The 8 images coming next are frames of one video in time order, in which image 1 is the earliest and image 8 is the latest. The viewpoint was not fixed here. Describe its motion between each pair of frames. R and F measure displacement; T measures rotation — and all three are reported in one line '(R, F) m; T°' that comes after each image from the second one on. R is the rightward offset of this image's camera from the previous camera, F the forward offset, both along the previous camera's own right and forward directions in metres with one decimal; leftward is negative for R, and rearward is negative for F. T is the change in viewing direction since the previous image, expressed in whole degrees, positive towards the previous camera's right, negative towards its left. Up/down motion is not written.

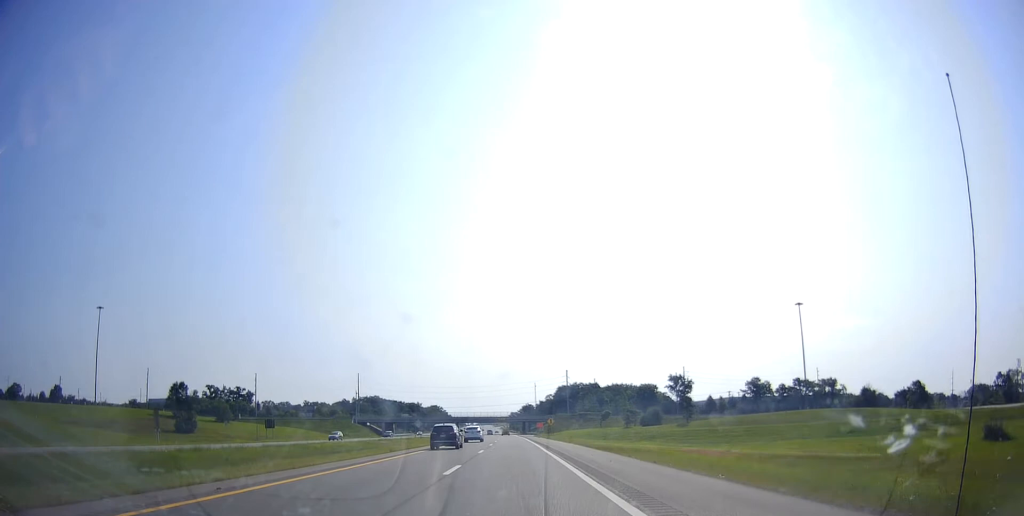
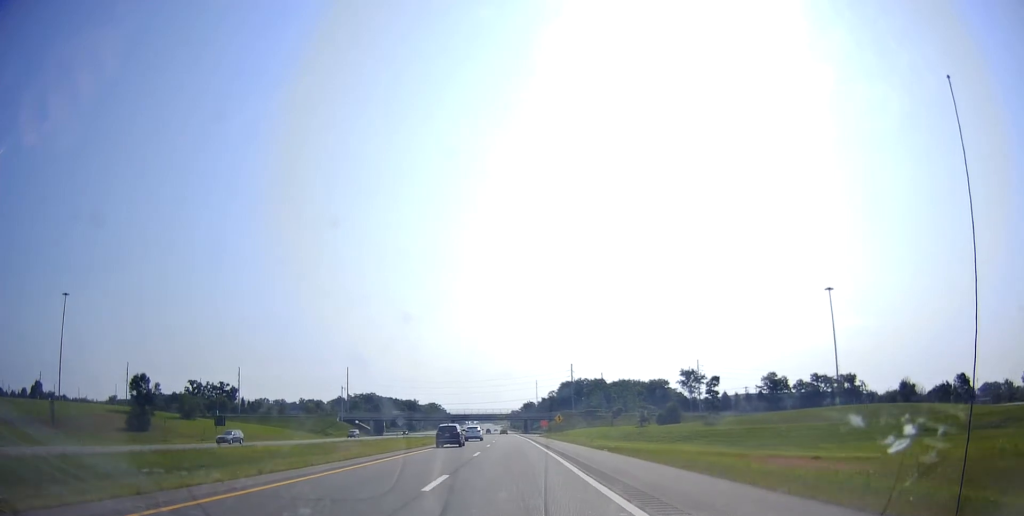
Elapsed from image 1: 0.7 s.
(+0.8, +19.0) m; -1°
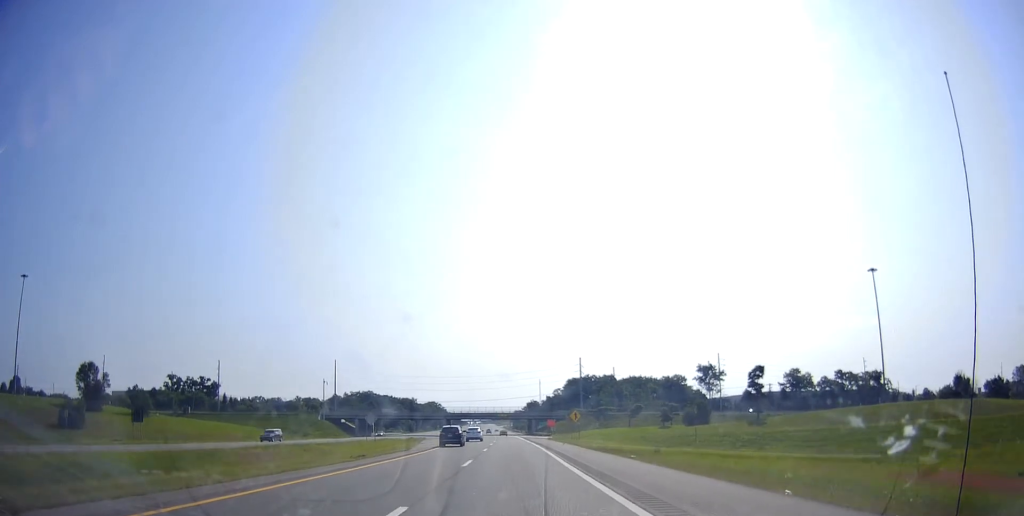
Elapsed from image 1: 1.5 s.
(-0.6, +21.6) m; -1°
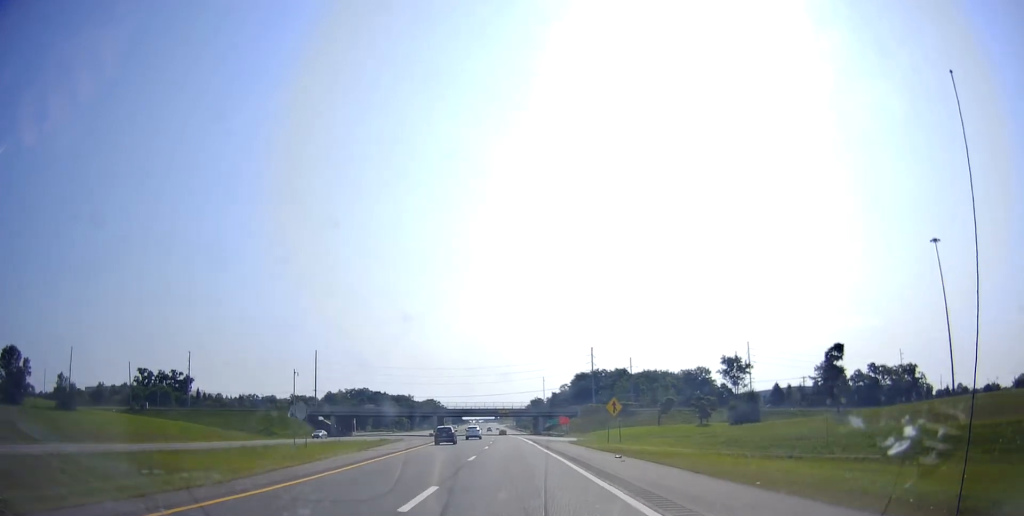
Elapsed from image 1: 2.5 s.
(-0.2, +26.3) m; +1°
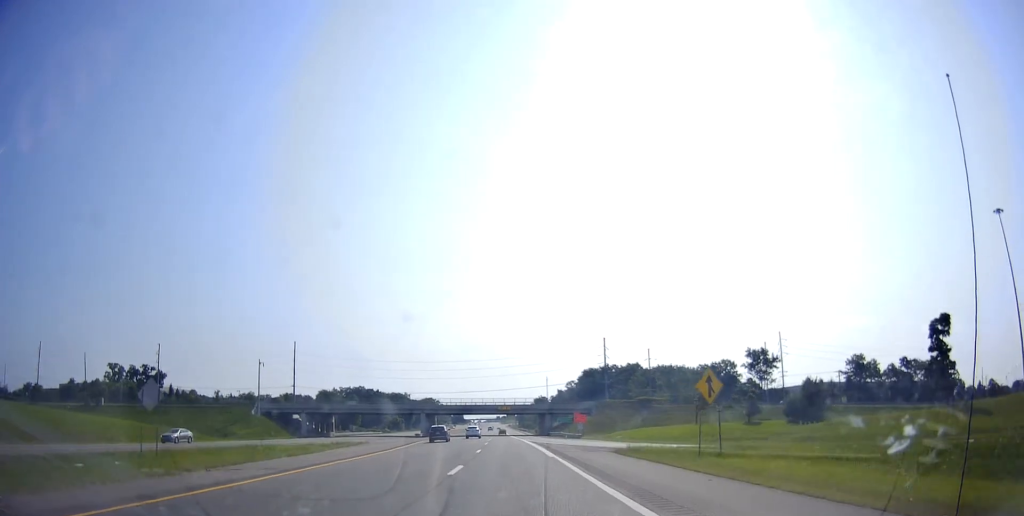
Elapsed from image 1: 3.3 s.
(+0.4, +22.9) m; +1°
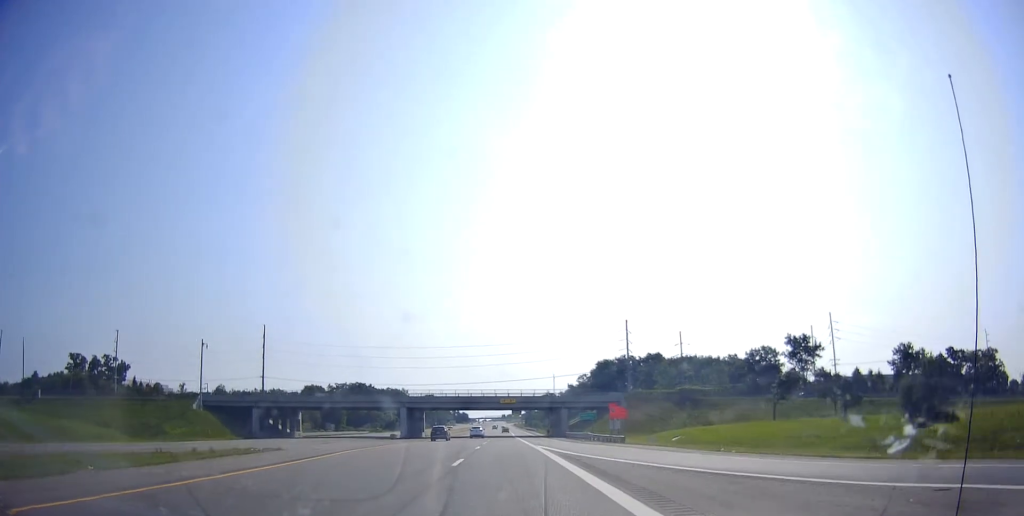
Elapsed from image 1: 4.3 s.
(-0.2, +27.4) m; -1°
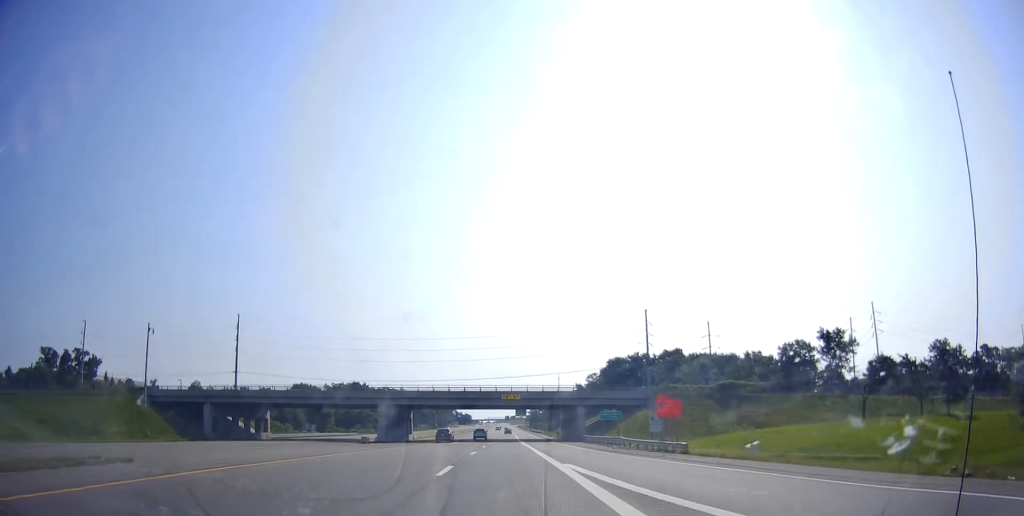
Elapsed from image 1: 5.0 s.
(-0.3, +18.3) m; -1°
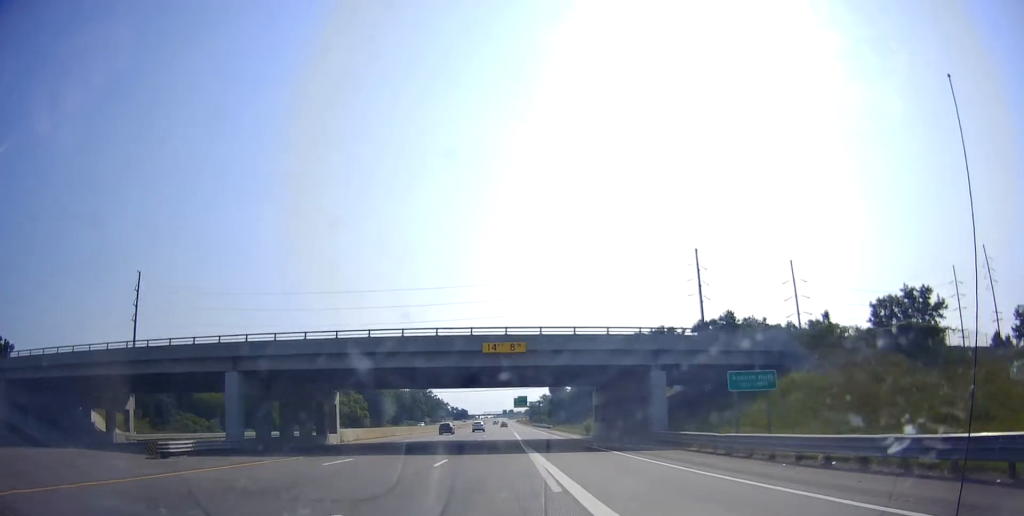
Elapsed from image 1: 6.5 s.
(0.0, +41.5) m; 0°
